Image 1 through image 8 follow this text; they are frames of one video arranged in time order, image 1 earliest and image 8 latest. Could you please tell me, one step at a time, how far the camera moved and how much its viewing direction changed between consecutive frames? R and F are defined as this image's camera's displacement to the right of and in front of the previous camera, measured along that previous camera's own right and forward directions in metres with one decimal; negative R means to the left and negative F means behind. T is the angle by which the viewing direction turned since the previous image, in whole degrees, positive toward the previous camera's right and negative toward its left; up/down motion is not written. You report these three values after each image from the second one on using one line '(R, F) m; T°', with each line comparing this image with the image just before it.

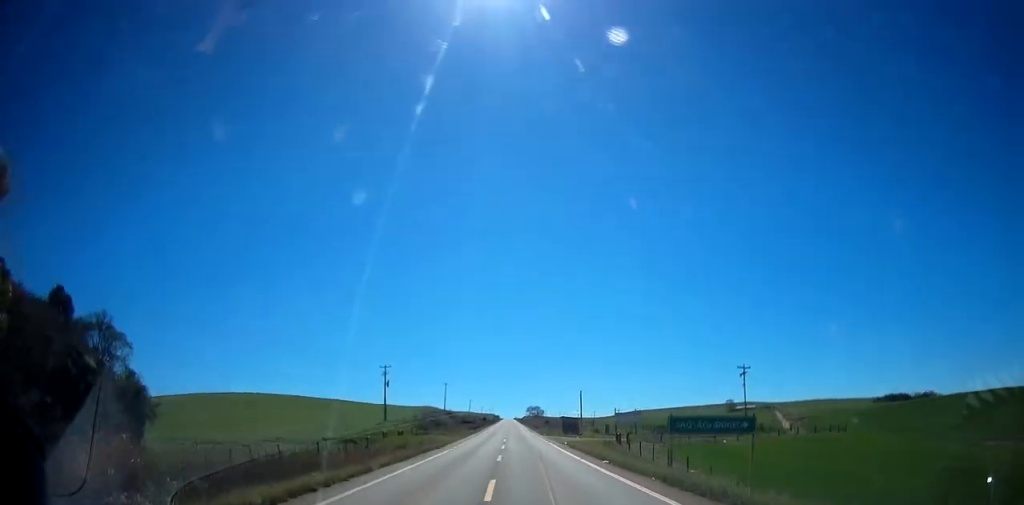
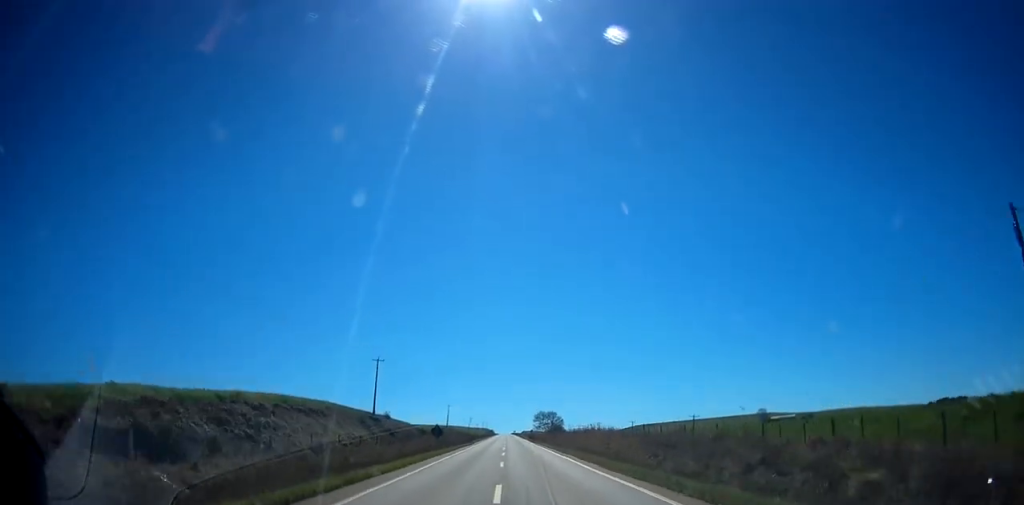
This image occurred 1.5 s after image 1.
(-0.3, +96.8) m; 0°
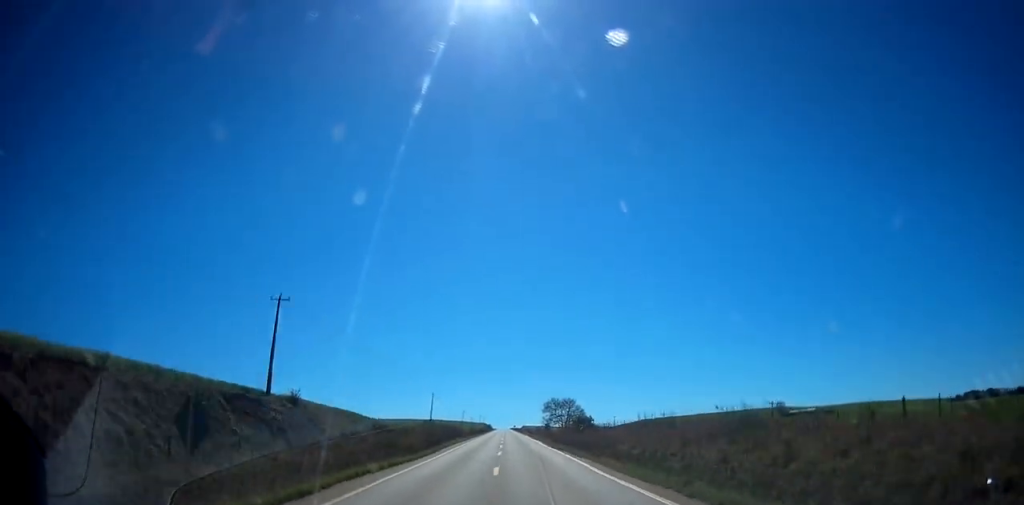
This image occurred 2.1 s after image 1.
(0.0, +42.1) m; 0°
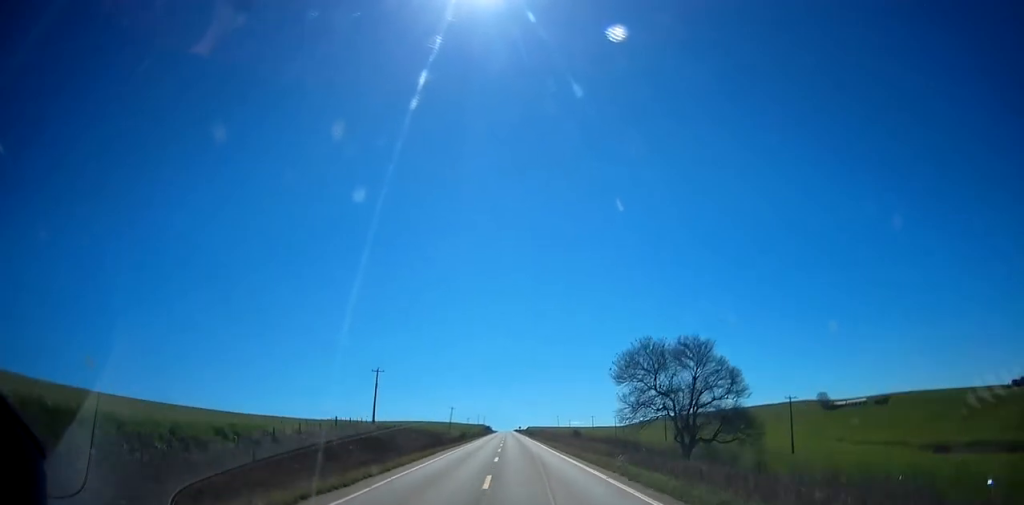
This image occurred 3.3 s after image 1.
(+0.4, +73.4) m; 0°
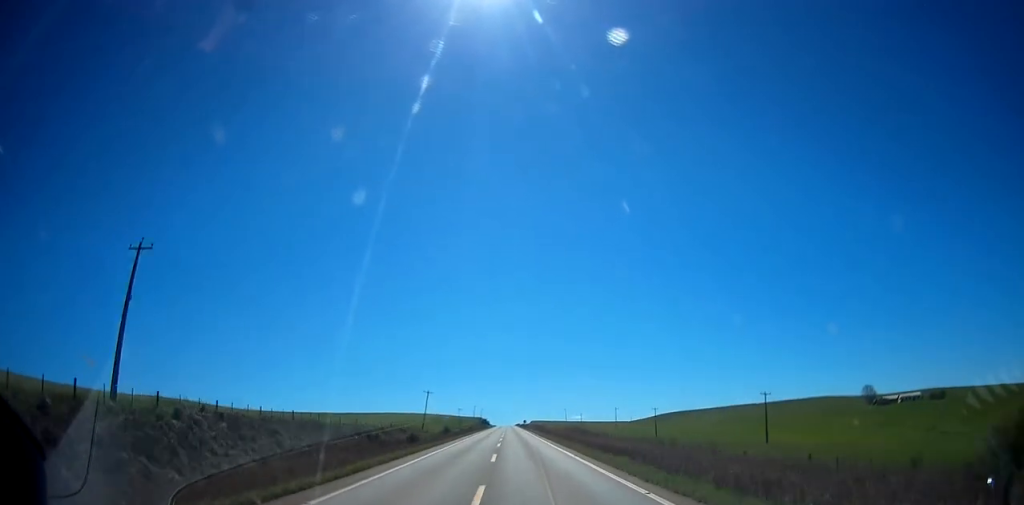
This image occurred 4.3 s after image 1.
(+0.1, +65.6) m; 0°
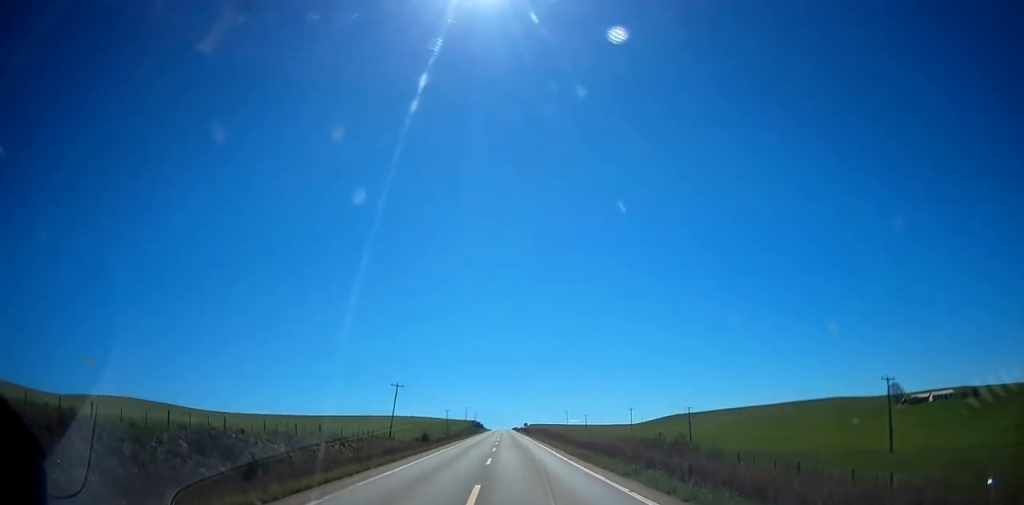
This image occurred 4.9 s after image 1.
(0.0, +37.4) m; 0°
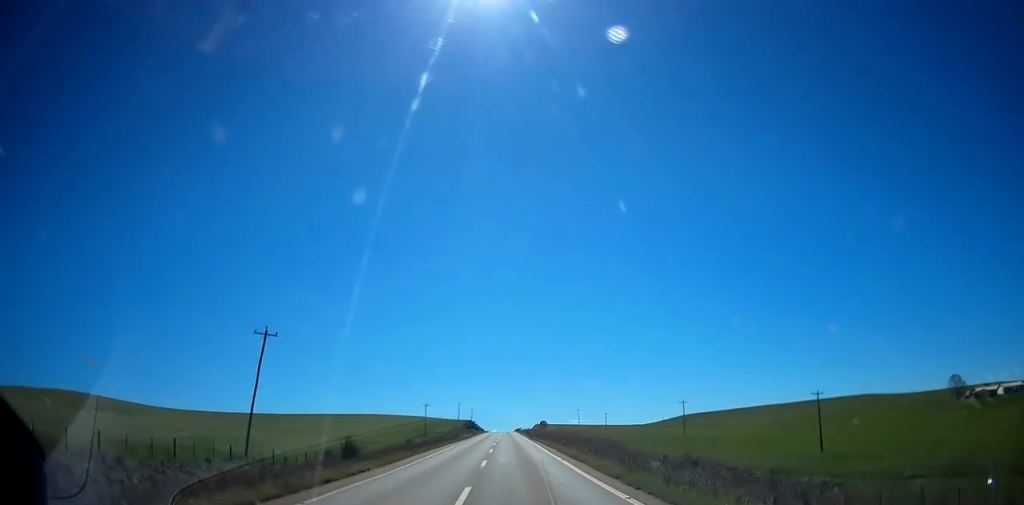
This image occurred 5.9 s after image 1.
(0.0, +63.5) m; 0°
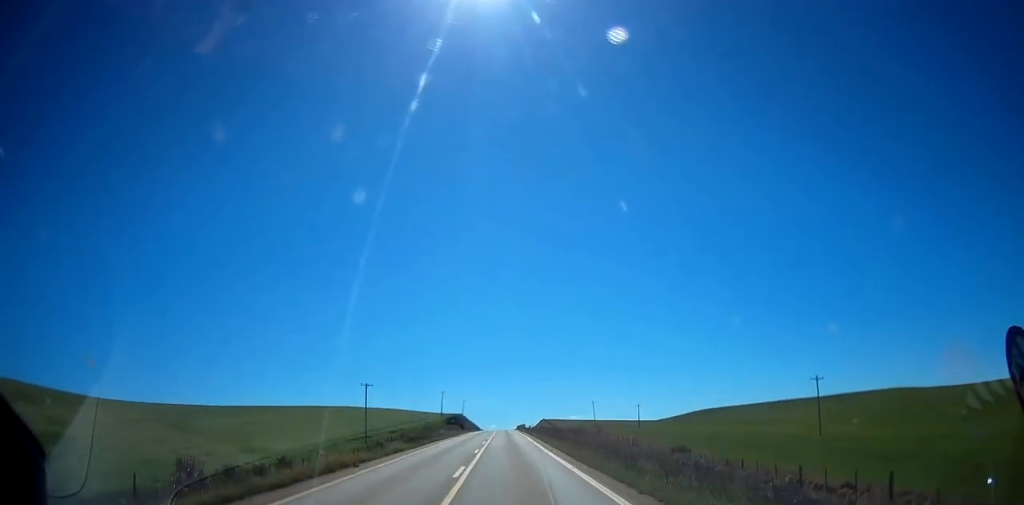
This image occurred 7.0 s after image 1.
(0.0, +70.5) m; 0°
